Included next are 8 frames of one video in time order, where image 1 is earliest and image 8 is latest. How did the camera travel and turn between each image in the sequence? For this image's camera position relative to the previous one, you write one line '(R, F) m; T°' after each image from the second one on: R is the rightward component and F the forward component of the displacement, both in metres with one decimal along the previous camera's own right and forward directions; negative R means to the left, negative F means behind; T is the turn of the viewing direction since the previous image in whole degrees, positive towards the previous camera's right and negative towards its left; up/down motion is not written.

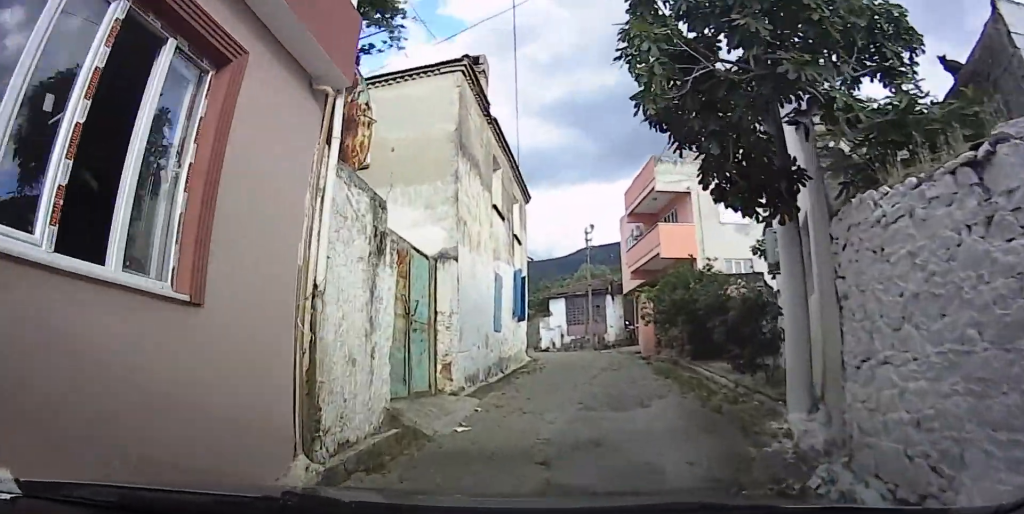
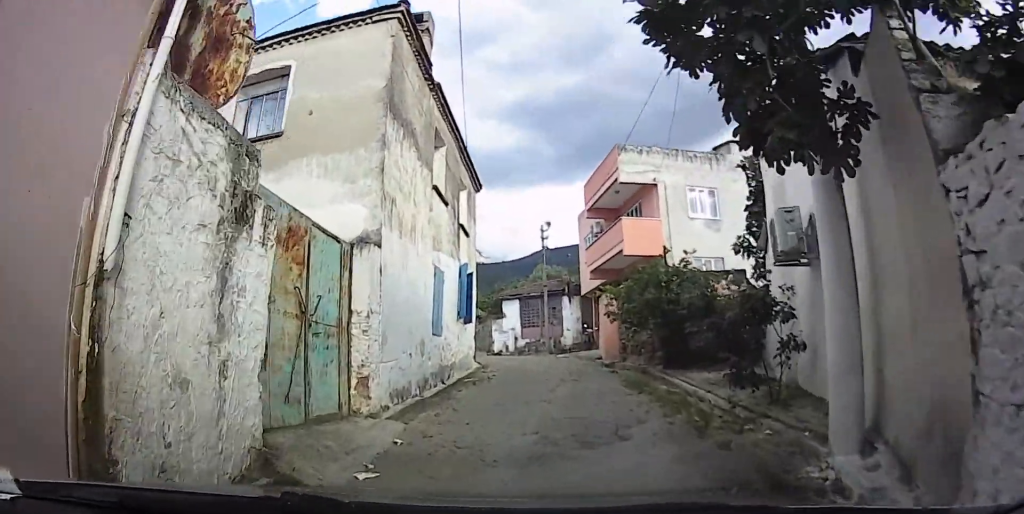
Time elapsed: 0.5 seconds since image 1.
(0.0, +2.0) m; +9°
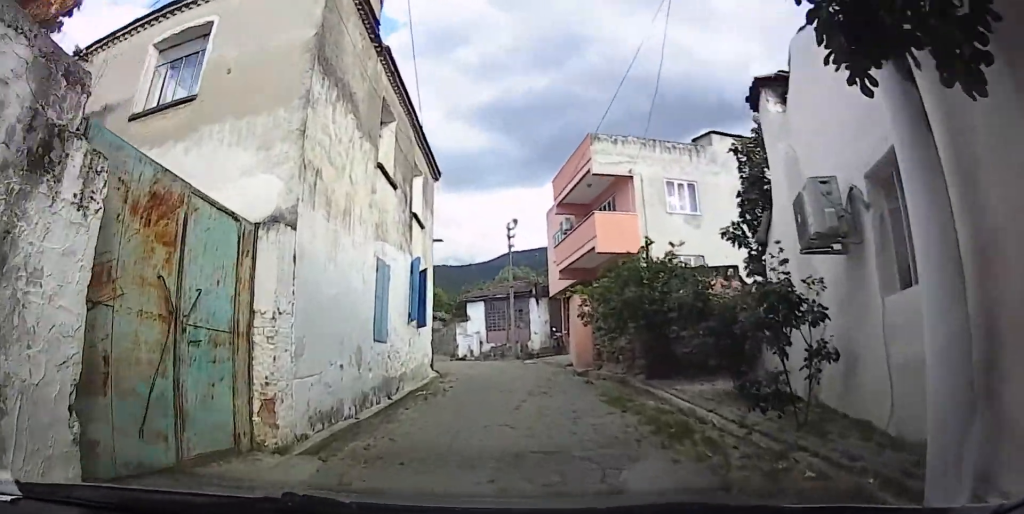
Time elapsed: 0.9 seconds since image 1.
(+0.3, +1.8) m; +4°
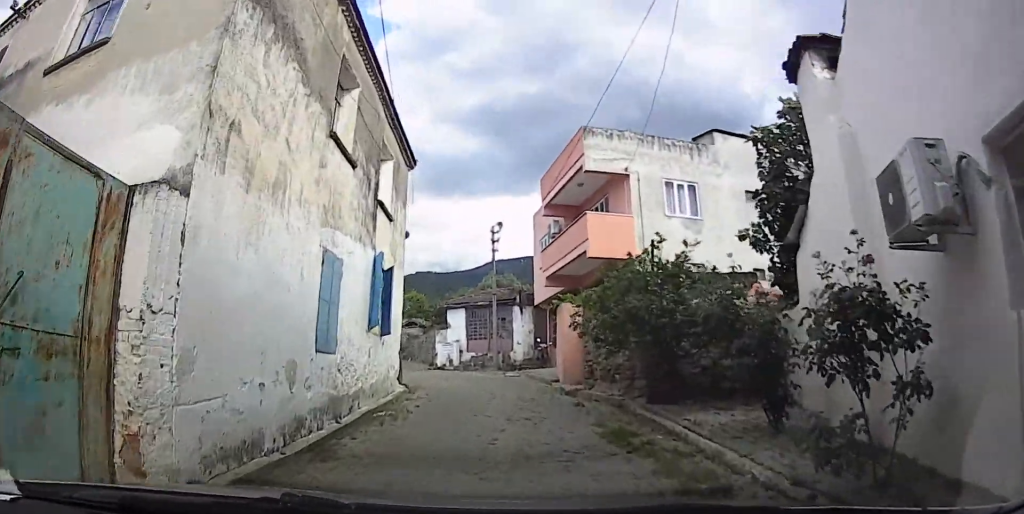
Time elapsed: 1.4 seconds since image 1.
(+0.1, +1.9) m; +4°
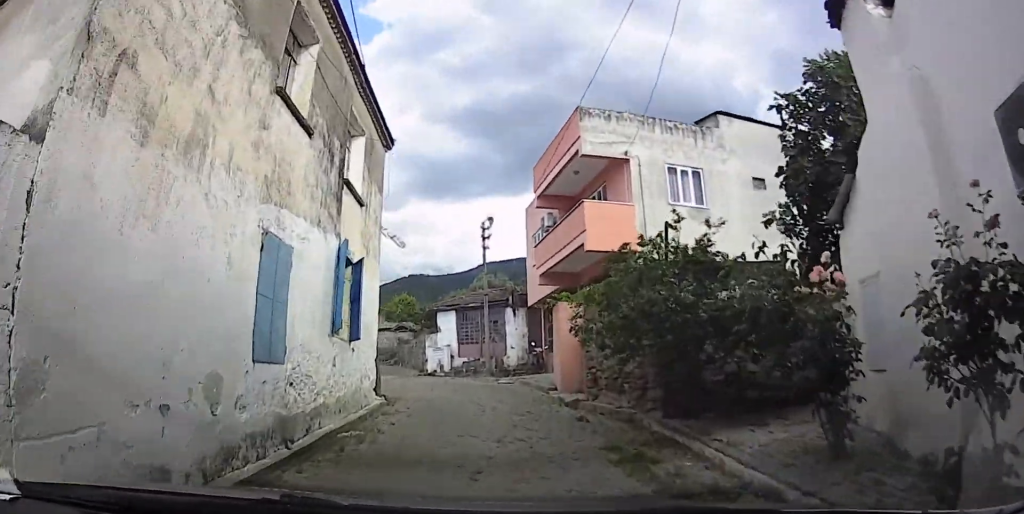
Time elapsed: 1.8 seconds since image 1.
(0.0, +1.7) m; +1°
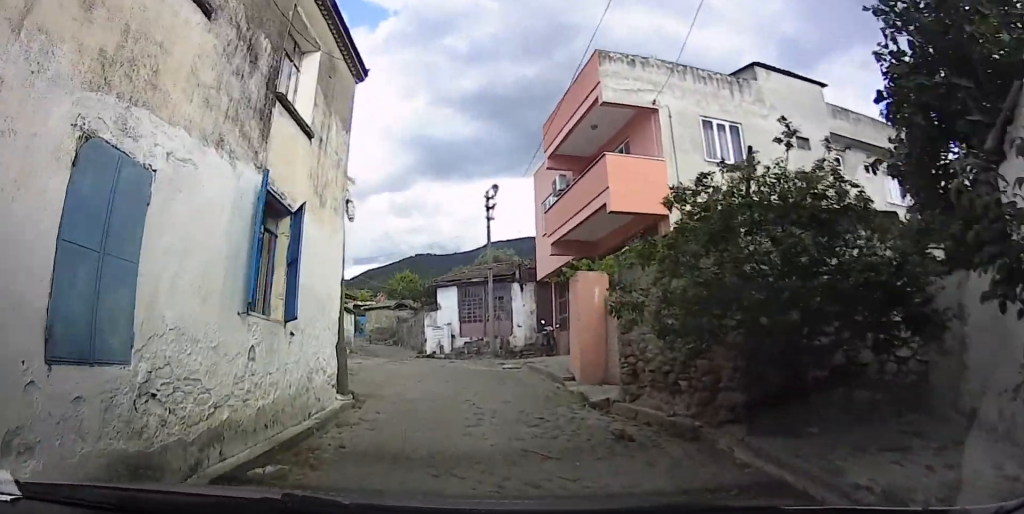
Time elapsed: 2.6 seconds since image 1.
(0.0, +3.2) m; +1°
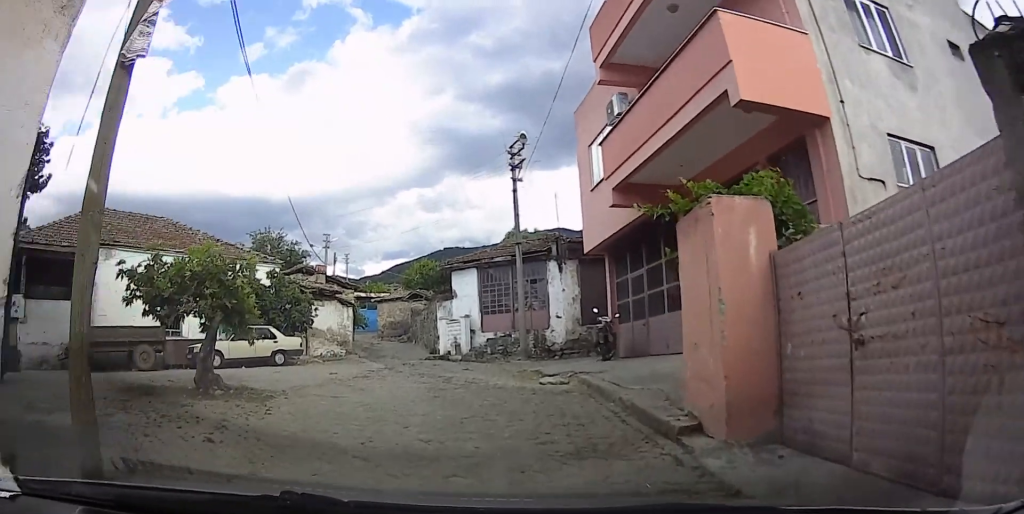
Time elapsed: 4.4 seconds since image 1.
(0.0, +6.9) m; -6°
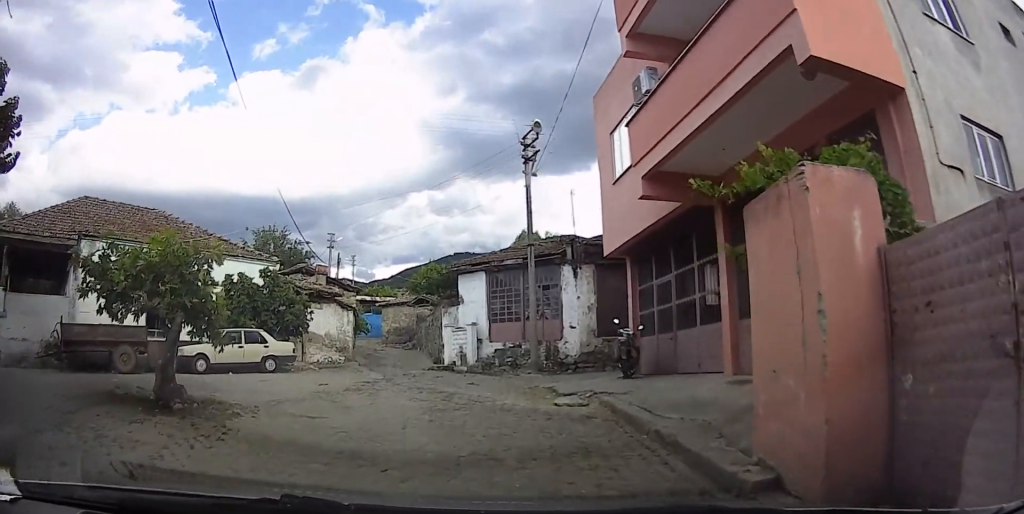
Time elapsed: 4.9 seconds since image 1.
(-0.1, +1.8) m; -4°
